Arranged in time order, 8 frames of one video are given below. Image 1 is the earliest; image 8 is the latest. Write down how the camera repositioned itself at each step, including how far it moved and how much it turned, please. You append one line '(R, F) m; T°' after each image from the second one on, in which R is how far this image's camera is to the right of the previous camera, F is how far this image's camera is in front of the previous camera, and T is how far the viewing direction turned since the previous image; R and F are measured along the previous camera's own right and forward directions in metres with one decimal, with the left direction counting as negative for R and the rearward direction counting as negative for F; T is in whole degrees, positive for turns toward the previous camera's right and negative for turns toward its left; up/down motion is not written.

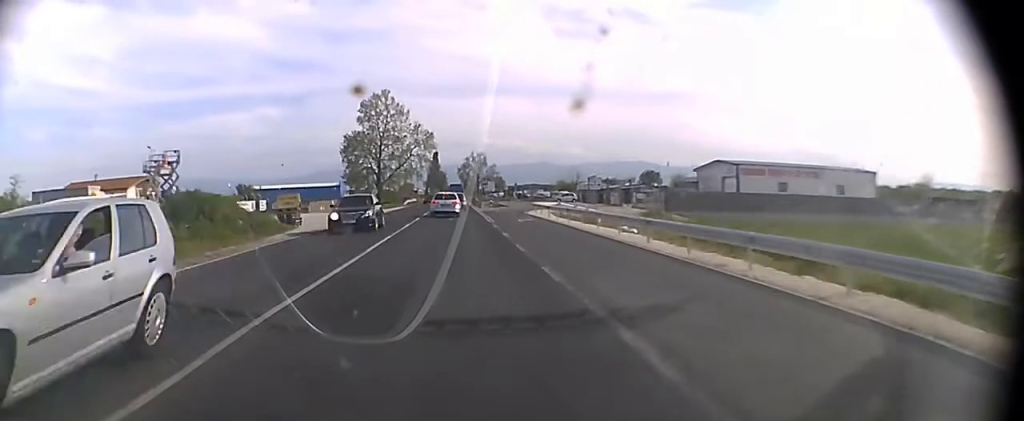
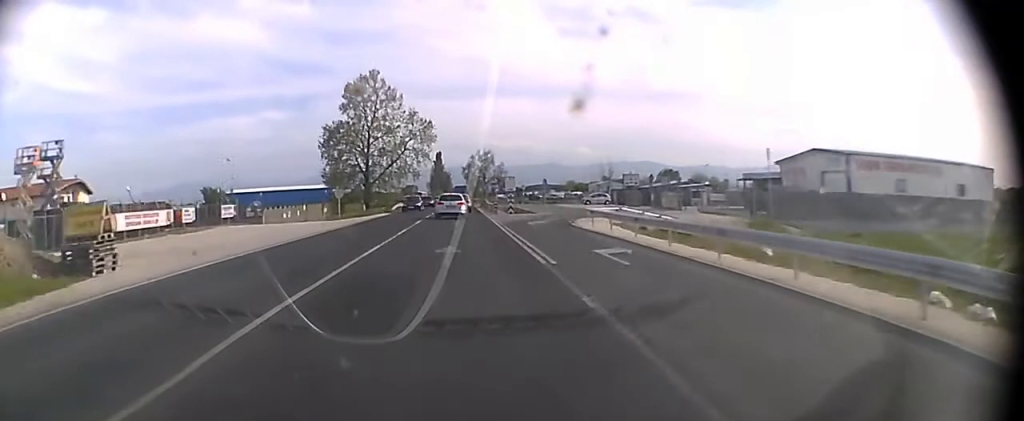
(0.0, +21.8) m; 0°
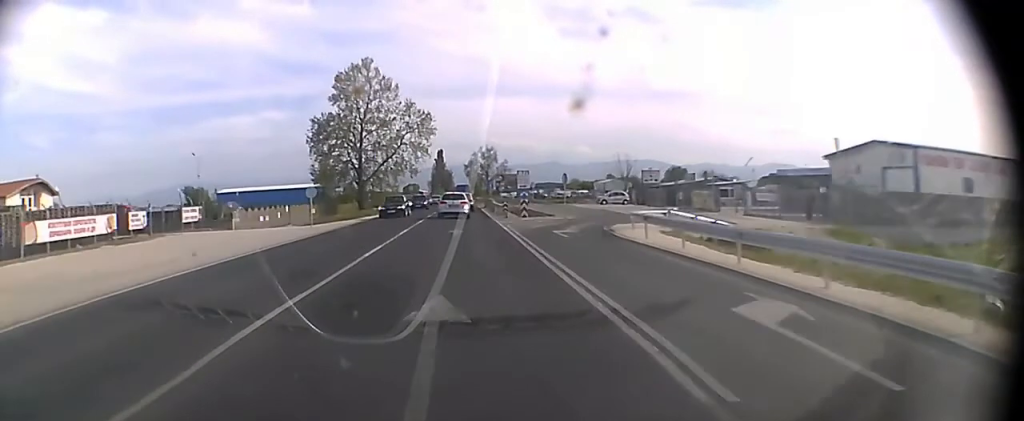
(0.0, +9.1) m; 0°
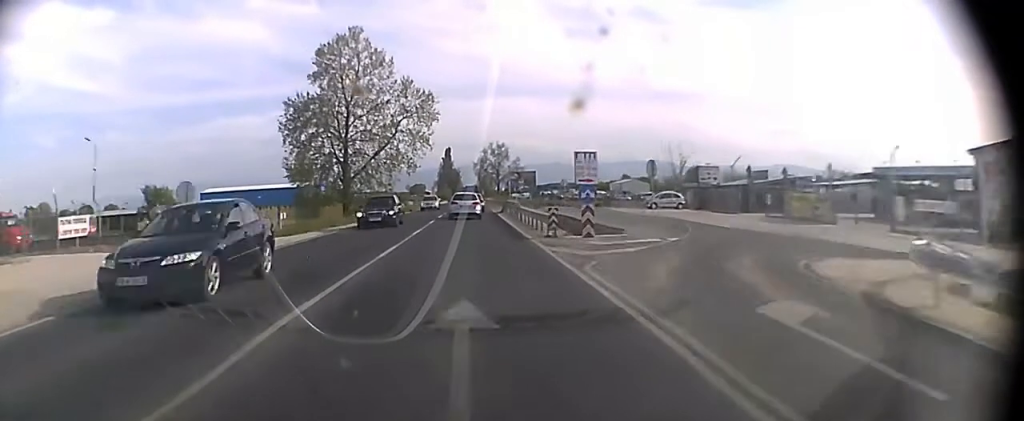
(-0.1, +18.1) m; 0°
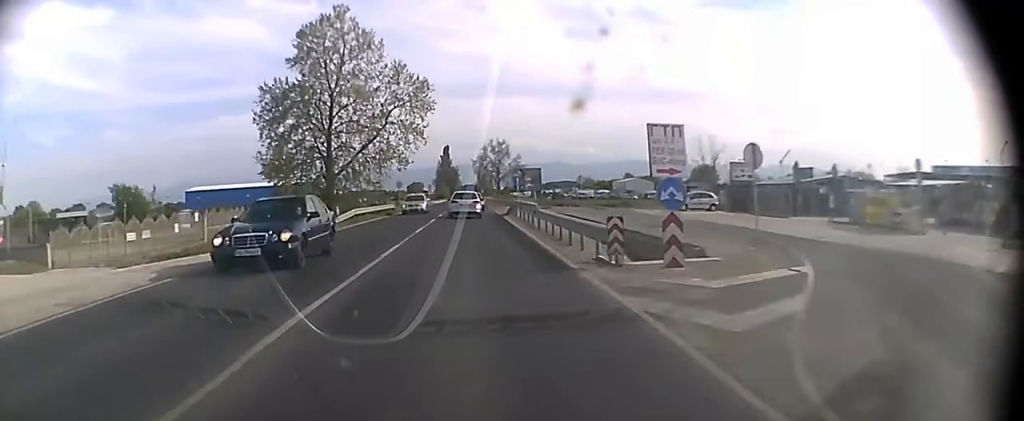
(0.0, +9.0) m; 0°
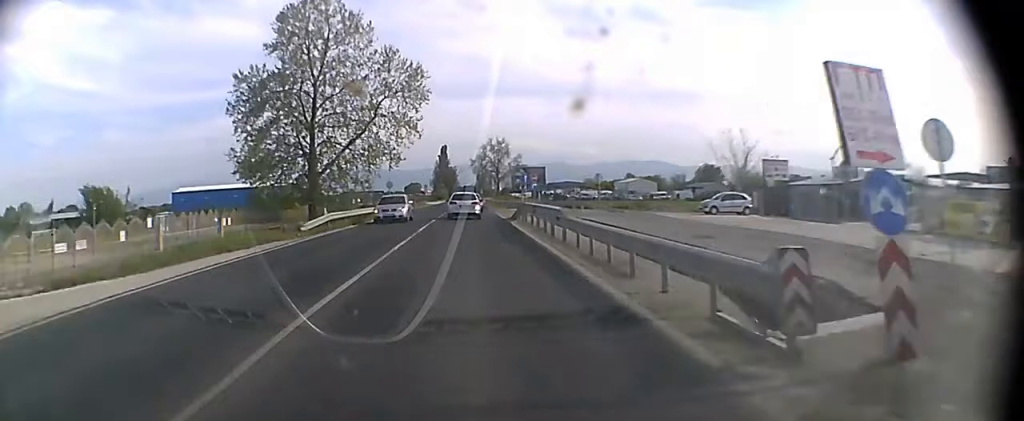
(0.0, +7.2) m; 0°
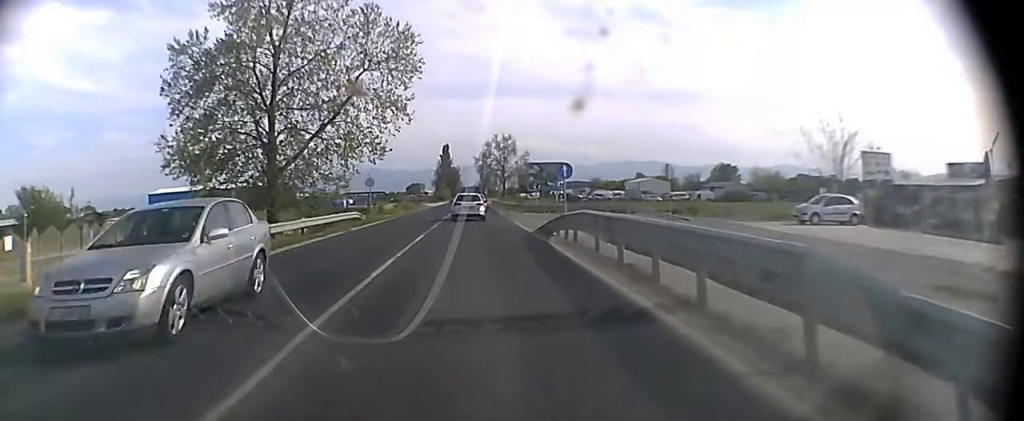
(0.0, +14.3) m; 0°
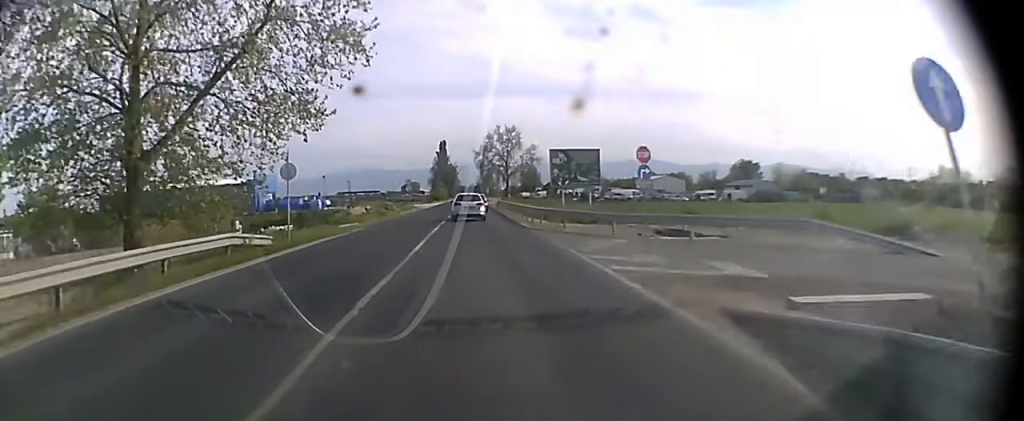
(0.0, +21.2) m; 0°
